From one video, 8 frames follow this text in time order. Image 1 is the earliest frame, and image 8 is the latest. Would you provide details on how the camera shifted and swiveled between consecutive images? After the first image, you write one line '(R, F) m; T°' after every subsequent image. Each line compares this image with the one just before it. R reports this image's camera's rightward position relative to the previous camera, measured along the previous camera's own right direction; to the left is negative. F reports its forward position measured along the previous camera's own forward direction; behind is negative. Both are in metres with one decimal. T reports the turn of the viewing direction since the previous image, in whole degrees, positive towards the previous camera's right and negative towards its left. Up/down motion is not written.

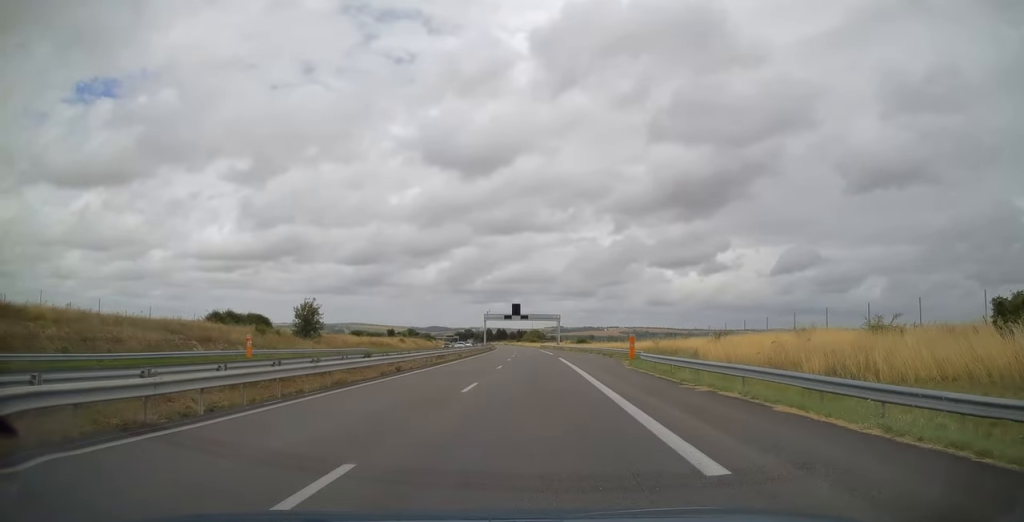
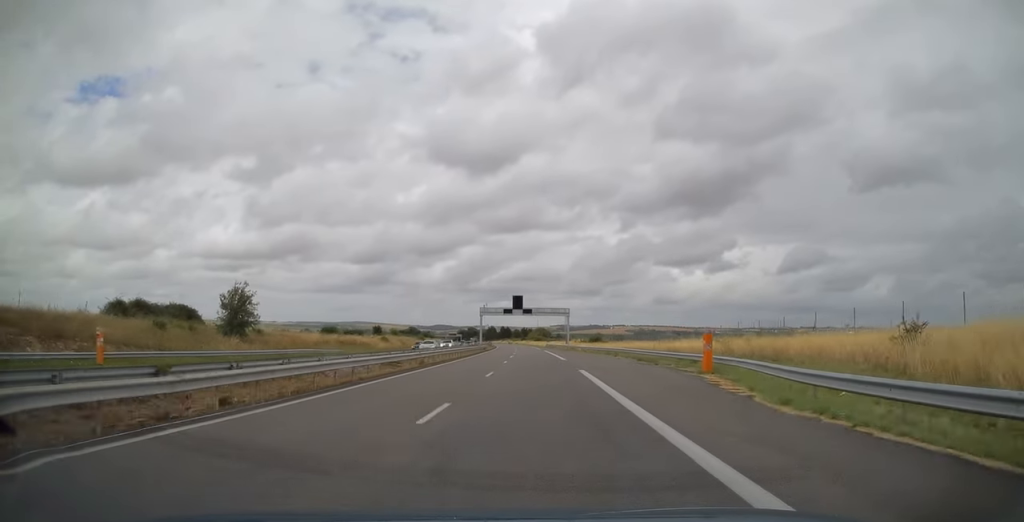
(0.0, +19.5) m; 0°
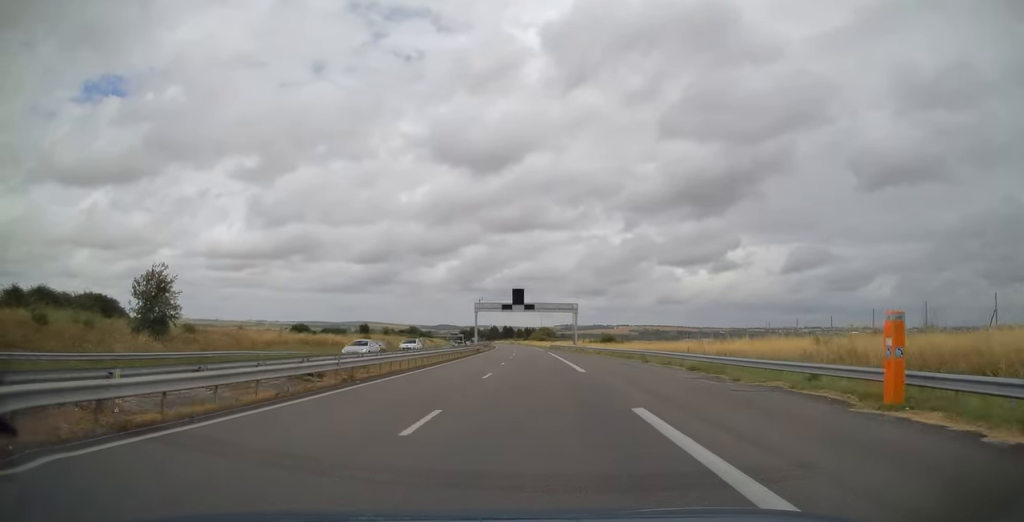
(-0.1, +14.0) m; 0°
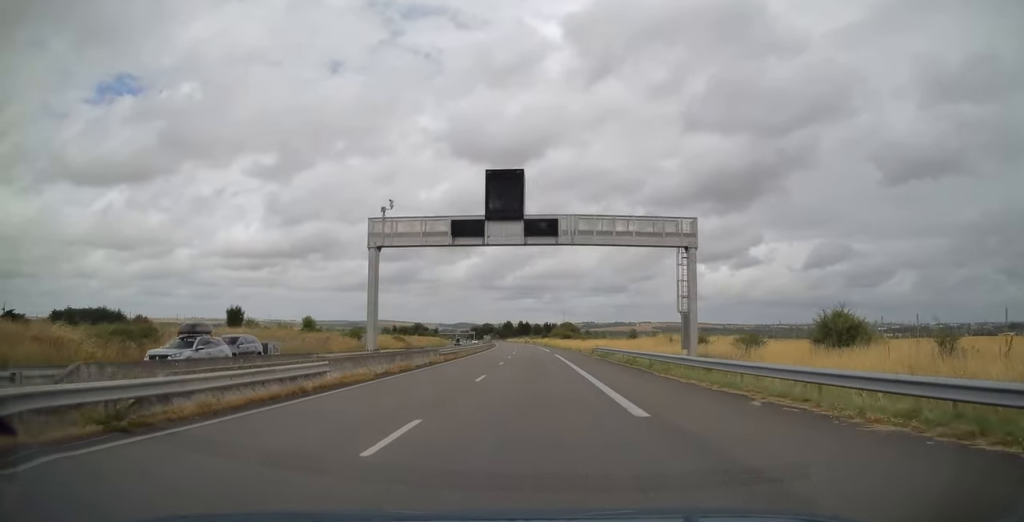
(-1.1, +65.9) m; -2°
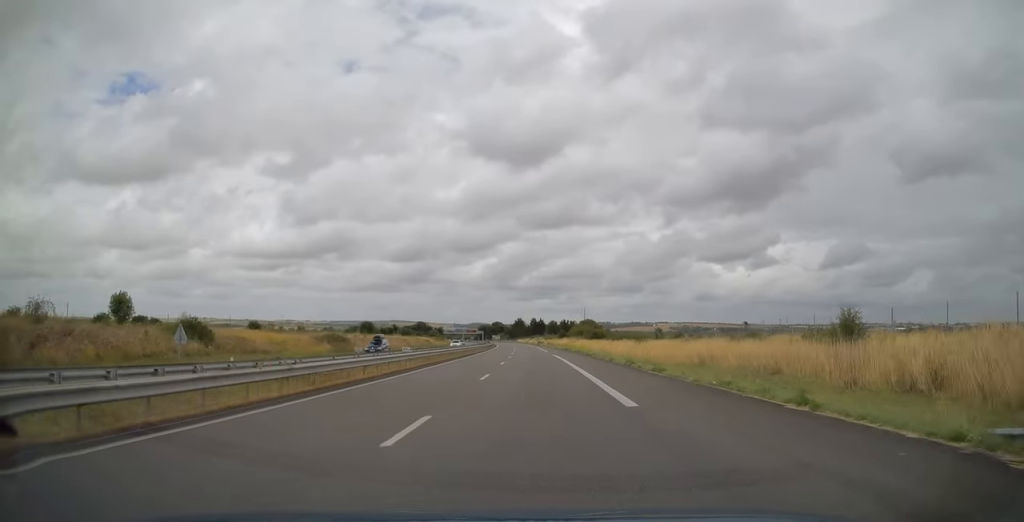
(-0.8, +50.9) m; -2°
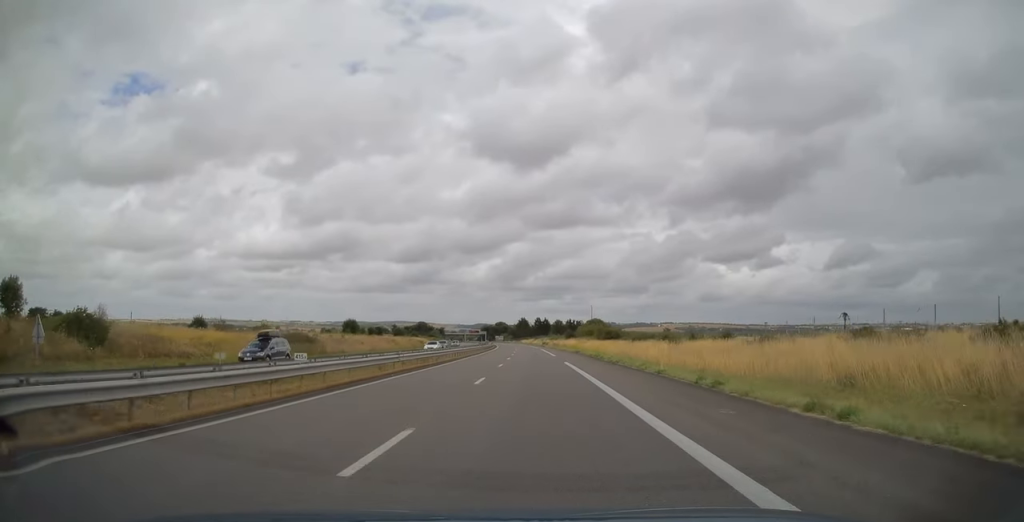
(-0.2, +14.6) m; 0°
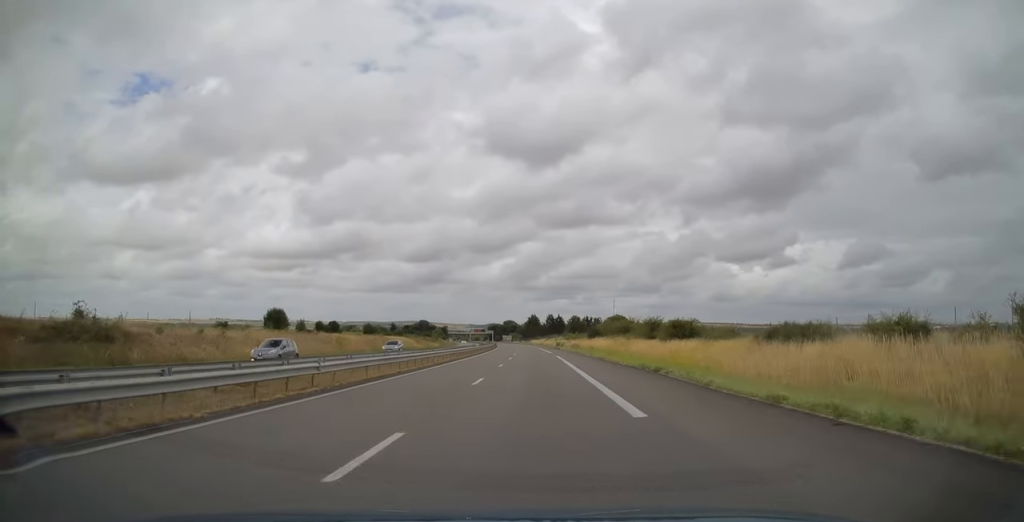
(-0.4, +39.0) m; -1°
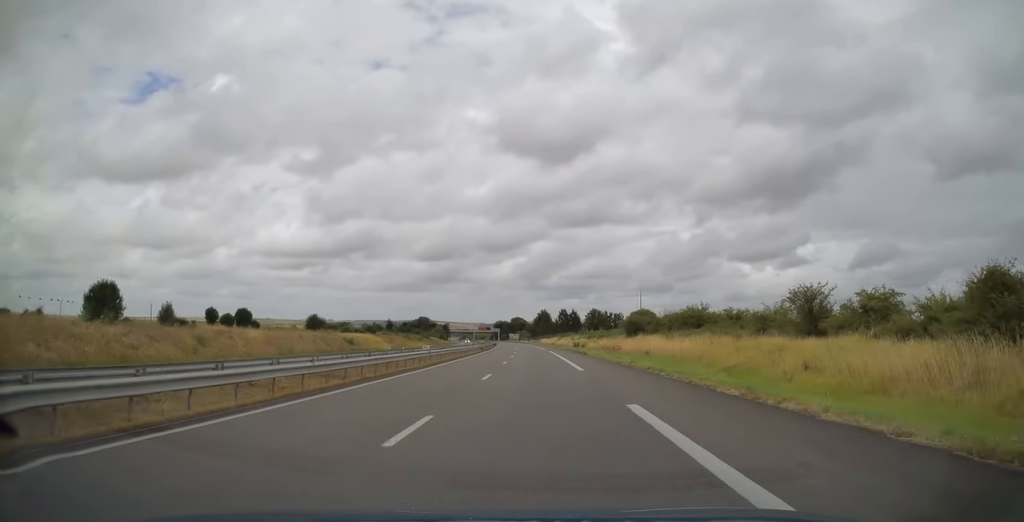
(-0.1, +37.4) m; -1°
